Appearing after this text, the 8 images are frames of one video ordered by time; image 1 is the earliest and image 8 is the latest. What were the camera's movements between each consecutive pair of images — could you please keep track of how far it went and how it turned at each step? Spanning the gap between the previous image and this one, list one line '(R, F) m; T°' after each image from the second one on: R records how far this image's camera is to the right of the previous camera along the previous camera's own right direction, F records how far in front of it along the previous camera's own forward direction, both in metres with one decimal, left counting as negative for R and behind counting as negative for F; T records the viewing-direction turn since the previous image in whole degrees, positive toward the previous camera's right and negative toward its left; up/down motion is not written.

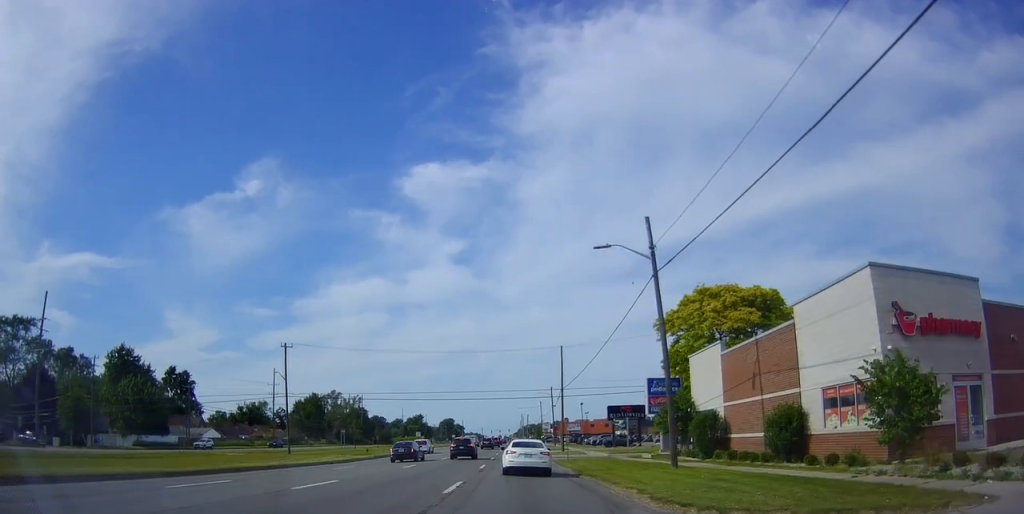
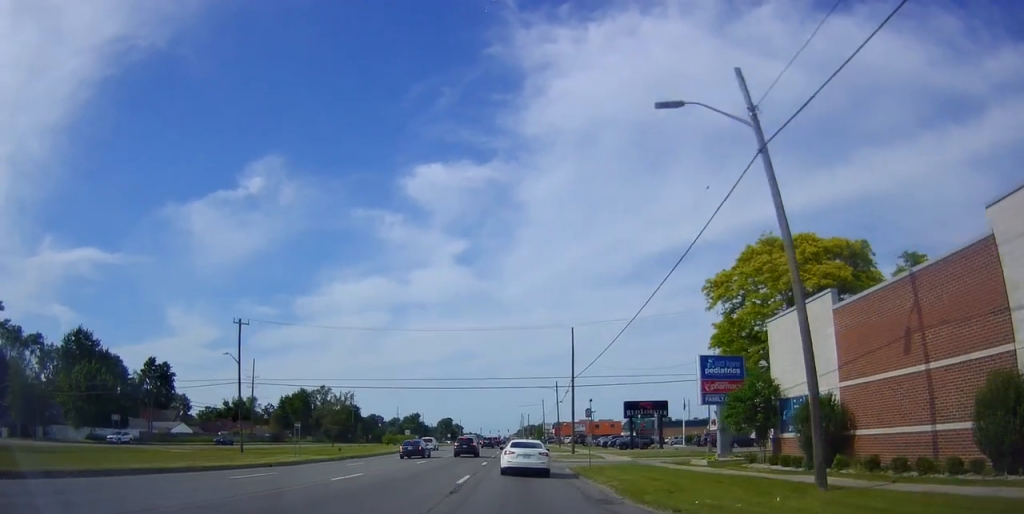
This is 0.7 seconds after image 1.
(+0.1, +12.4) m; +1°
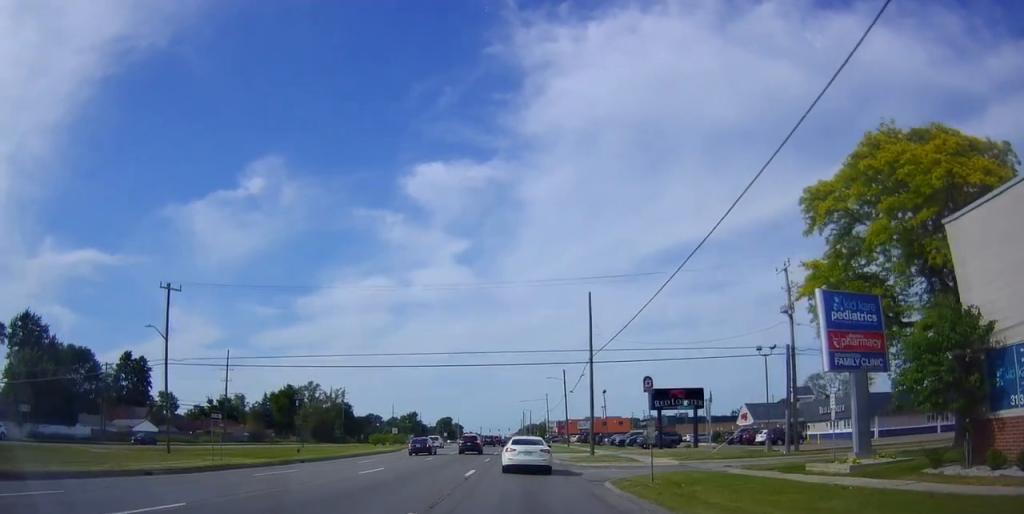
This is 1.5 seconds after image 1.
(0.0, +13.1) m; 0°
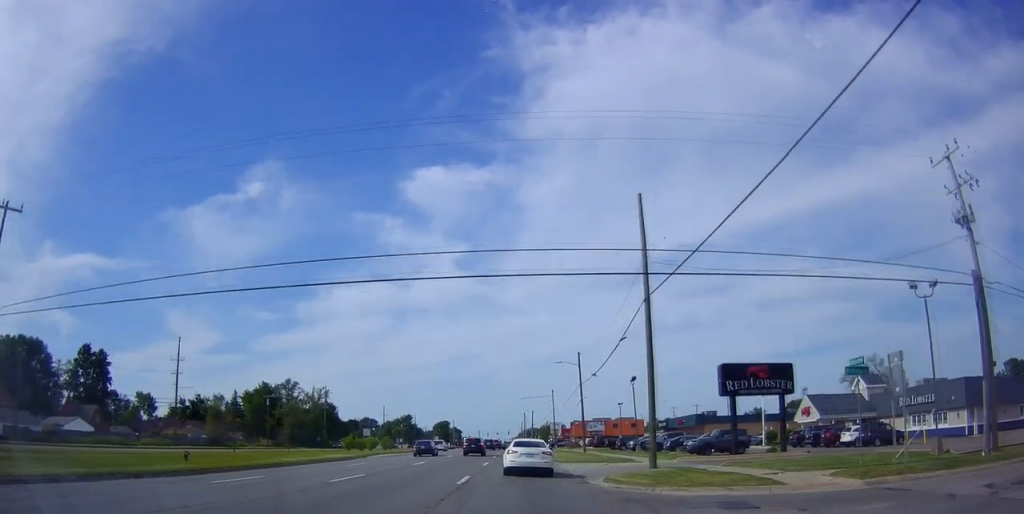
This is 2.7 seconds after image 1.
(-0.3, +18.7) m; -3°
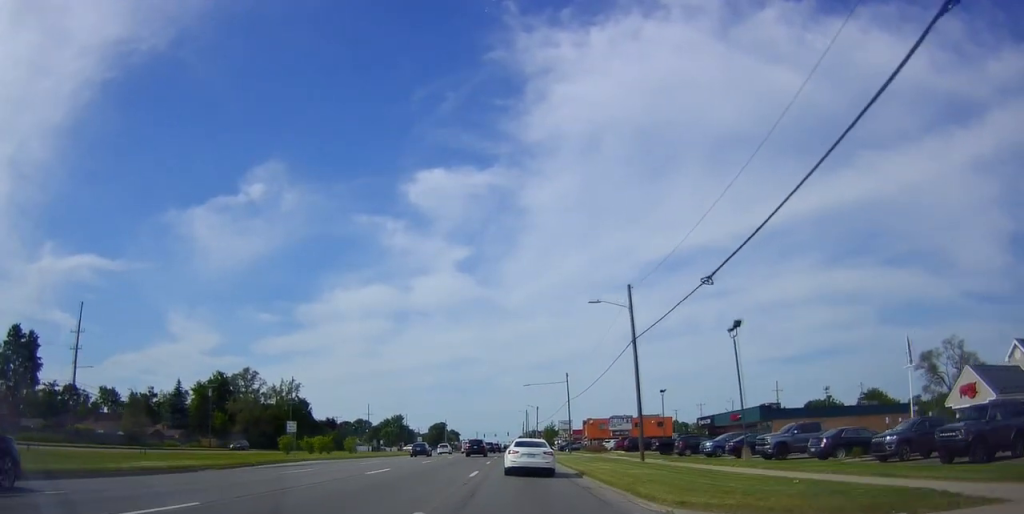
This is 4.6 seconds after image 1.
(+0.1, +27.4) m; +3°
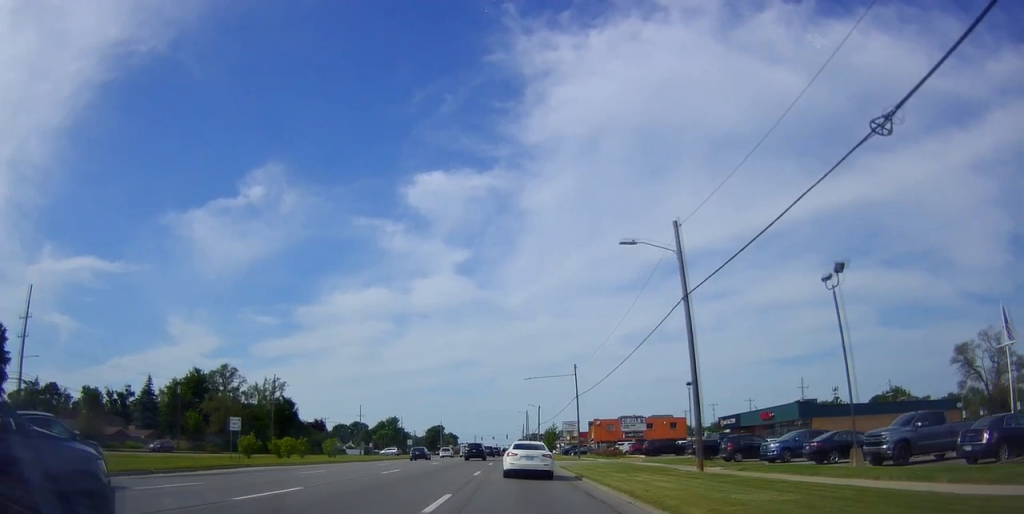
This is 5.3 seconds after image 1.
(0.0, +11.4) m; -1°
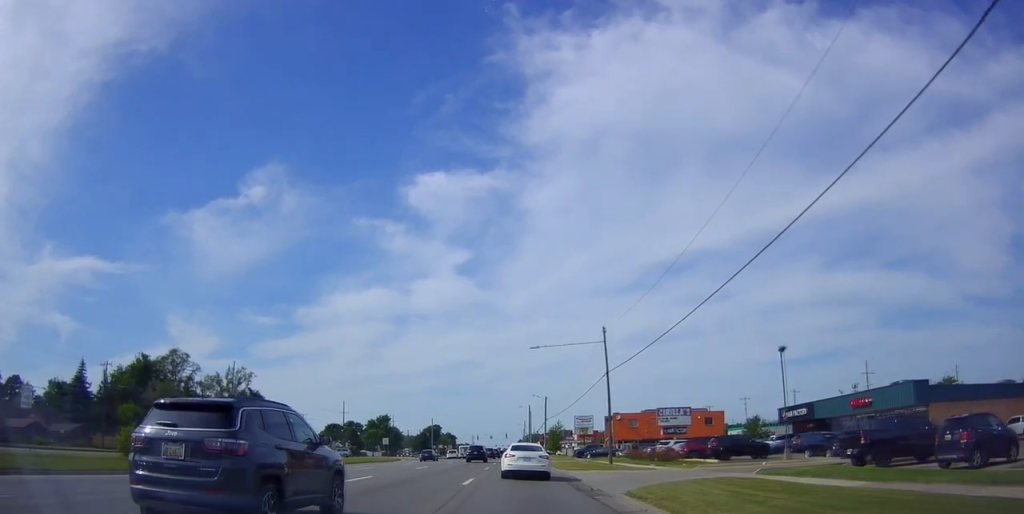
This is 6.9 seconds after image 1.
(-0.3, +22.0) m; -1°
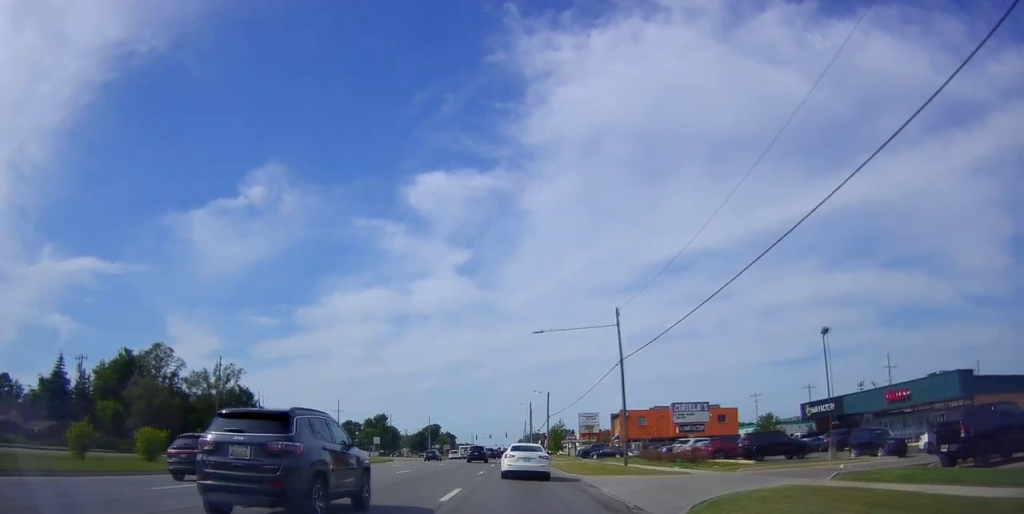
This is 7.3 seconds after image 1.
(+0.2, +6.1) m; -1°
